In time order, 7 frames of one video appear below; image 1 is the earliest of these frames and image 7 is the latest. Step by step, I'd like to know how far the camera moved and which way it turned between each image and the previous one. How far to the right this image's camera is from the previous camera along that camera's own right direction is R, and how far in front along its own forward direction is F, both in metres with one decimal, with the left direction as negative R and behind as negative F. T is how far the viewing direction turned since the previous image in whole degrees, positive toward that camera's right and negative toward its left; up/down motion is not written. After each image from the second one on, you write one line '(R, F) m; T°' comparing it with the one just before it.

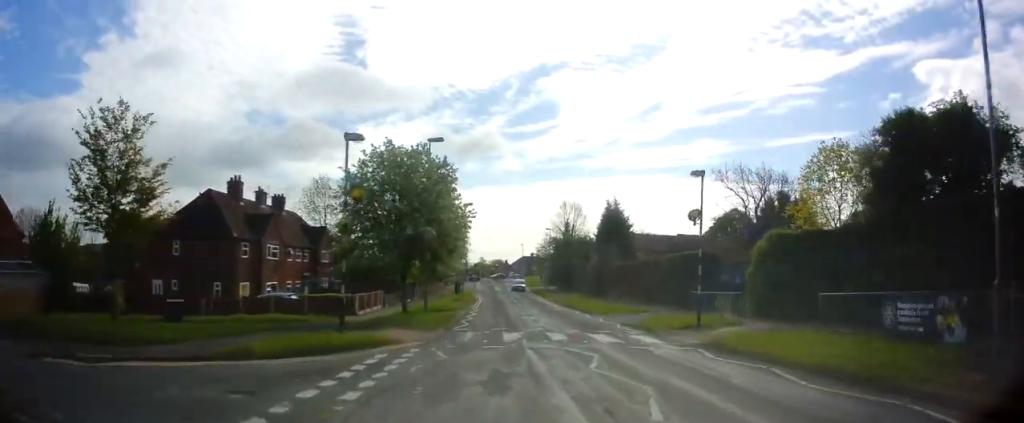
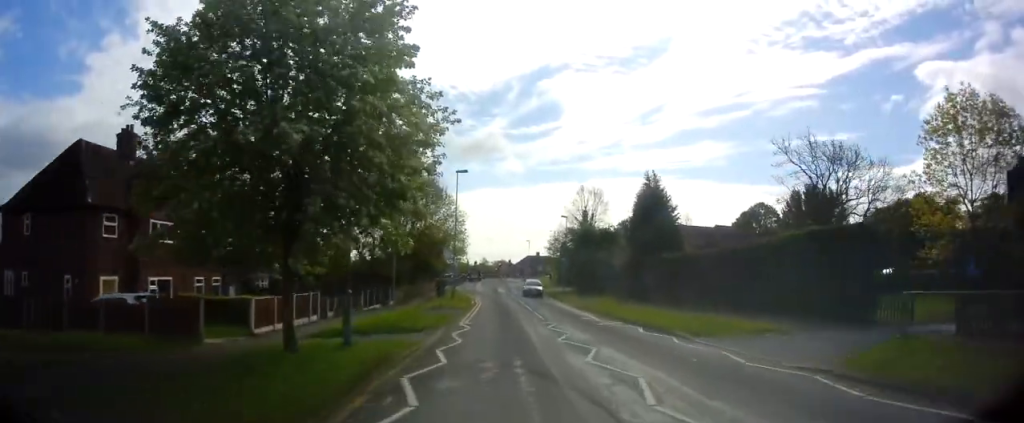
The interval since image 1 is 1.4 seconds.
(-0.6, +14.5) m; -1°
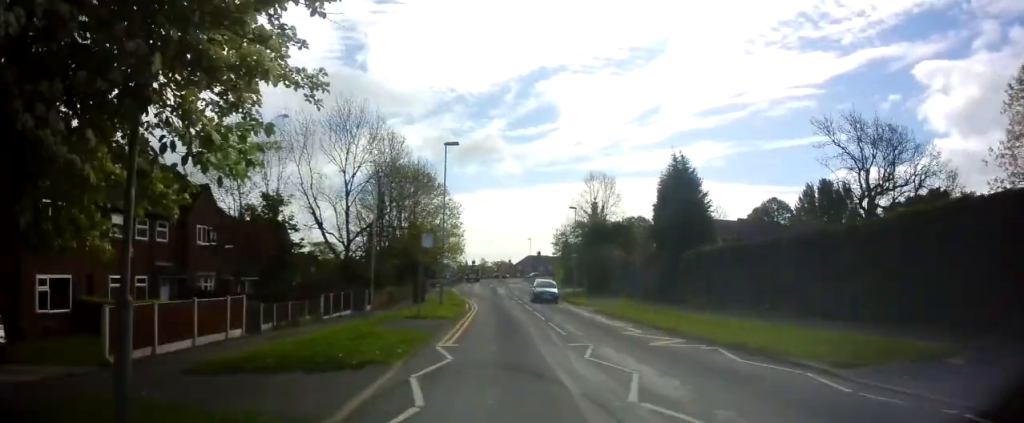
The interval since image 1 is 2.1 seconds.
(+0.4, +7.5) m; +2°
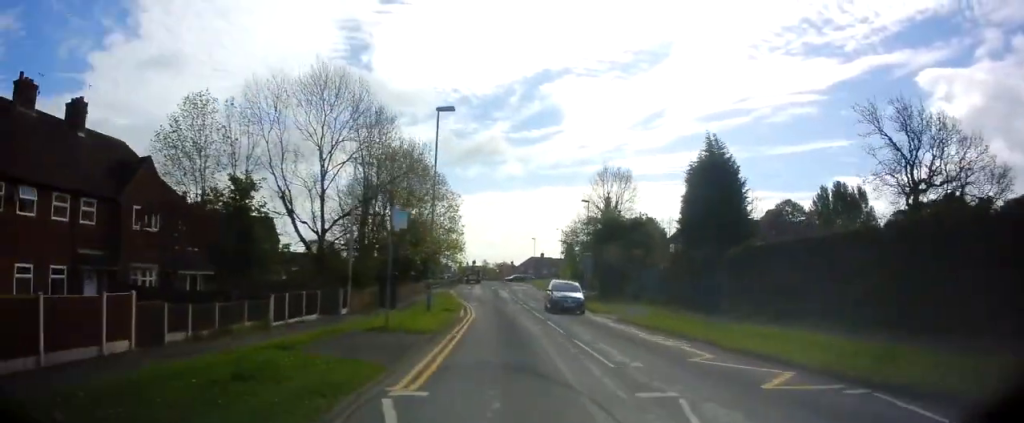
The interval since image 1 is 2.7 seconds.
(+0.1, +5.9) m; +1°
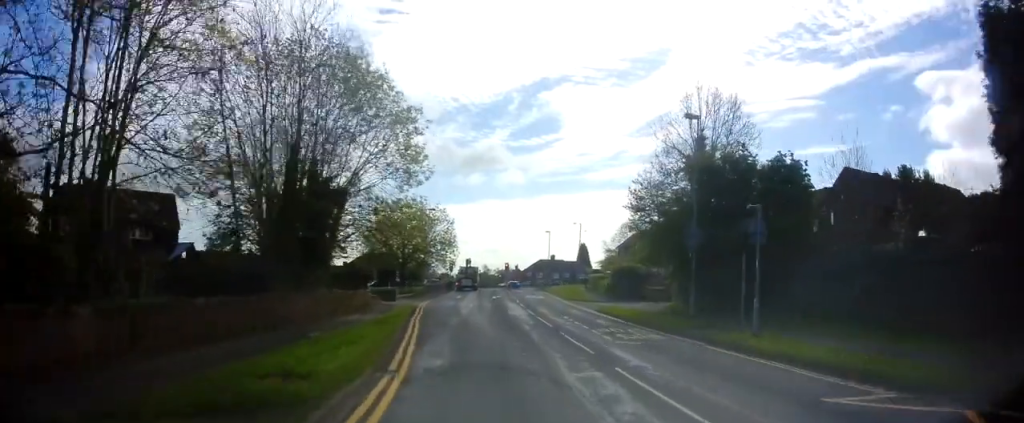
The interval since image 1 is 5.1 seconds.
(0.0, +26.0) m; -2°
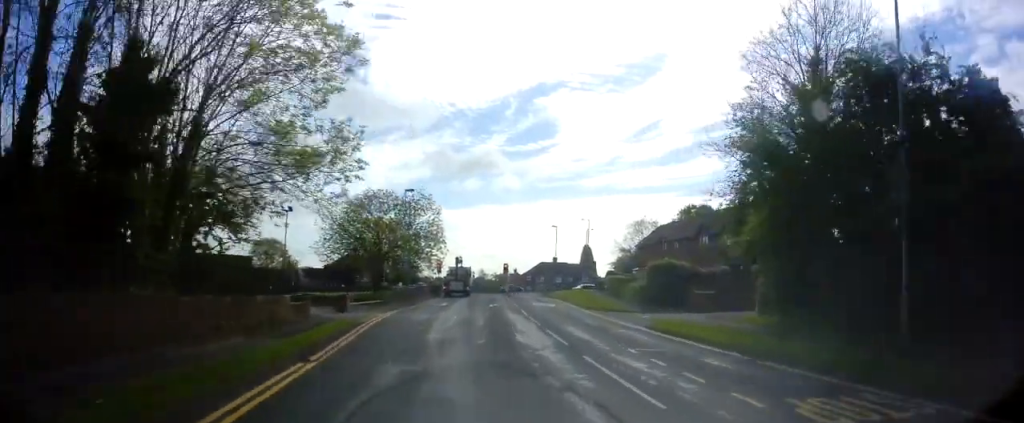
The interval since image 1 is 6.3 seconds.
(-0.5, +12.8) m; -1°
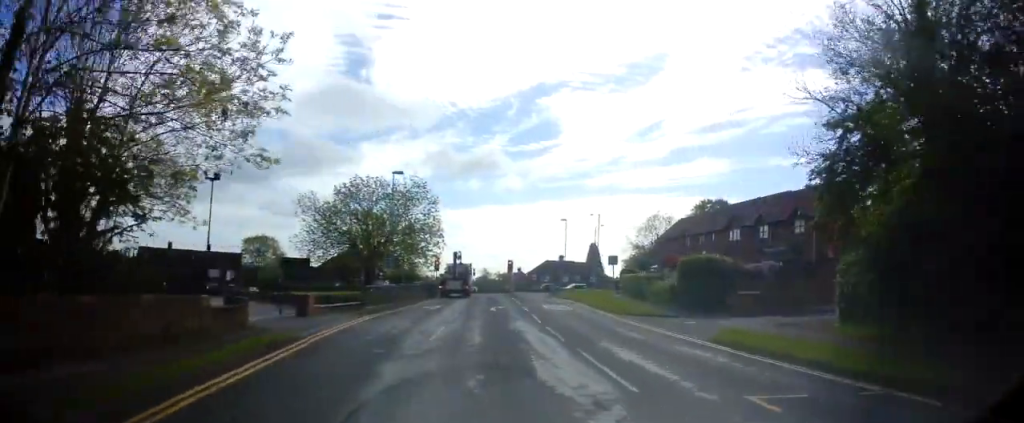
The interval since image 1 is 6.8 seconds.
(+0.2, +6.2) m; +1°
